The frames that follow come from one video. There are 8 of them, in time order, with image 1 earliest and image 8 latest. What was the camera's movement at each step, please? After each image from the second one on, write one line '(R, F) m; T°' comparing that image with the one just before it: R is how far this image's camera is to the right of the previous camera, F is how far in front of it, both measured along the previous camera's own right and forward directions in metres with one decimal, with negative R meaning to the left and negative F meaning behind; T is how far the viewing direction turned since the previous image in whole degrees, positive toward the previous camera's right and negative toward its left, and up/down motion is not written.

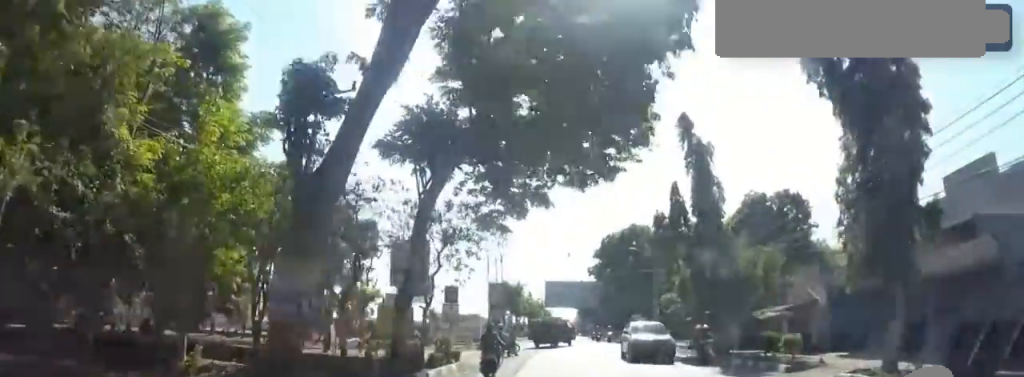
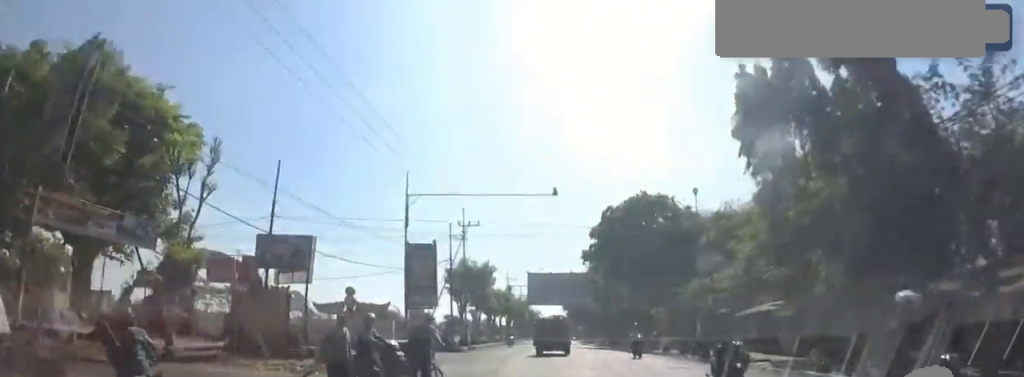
(+0.1, +16.0) m; -1°
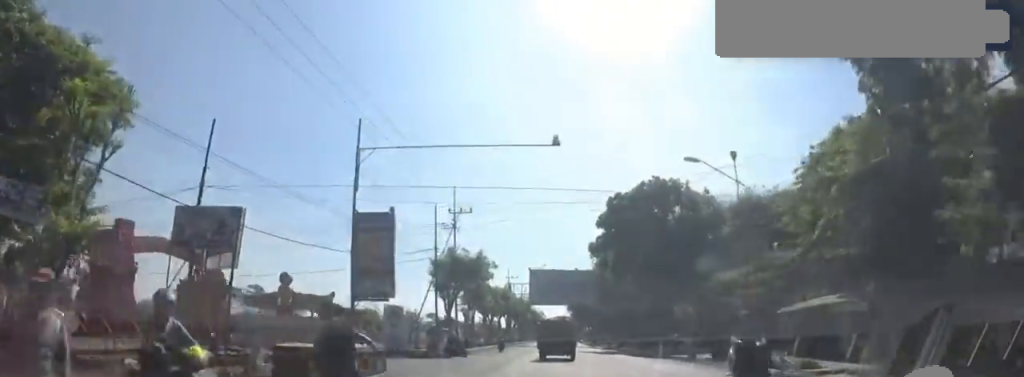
(0.0, +5.4) m; +1°
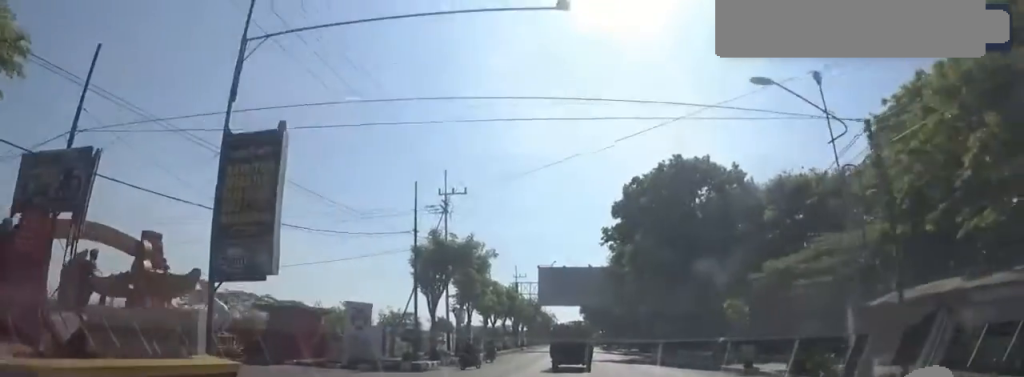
(+0.4, +6.9) m; -5°
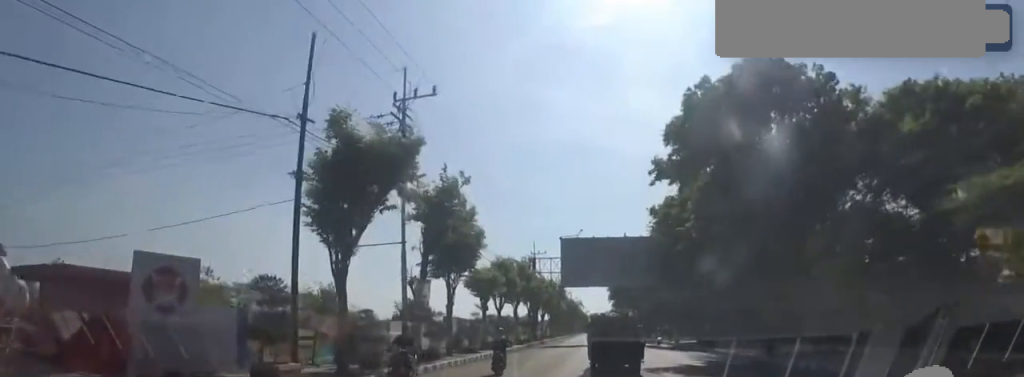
(-0.6, +14.0) m; 0°
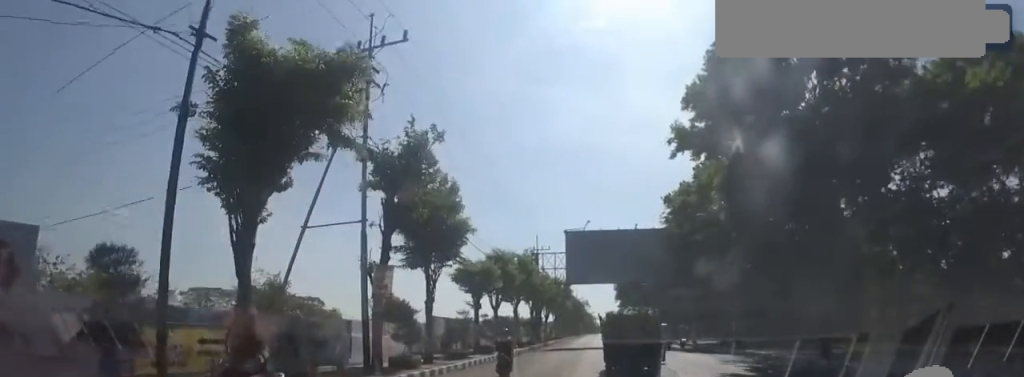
(+0.7, +4.6) m; 0°
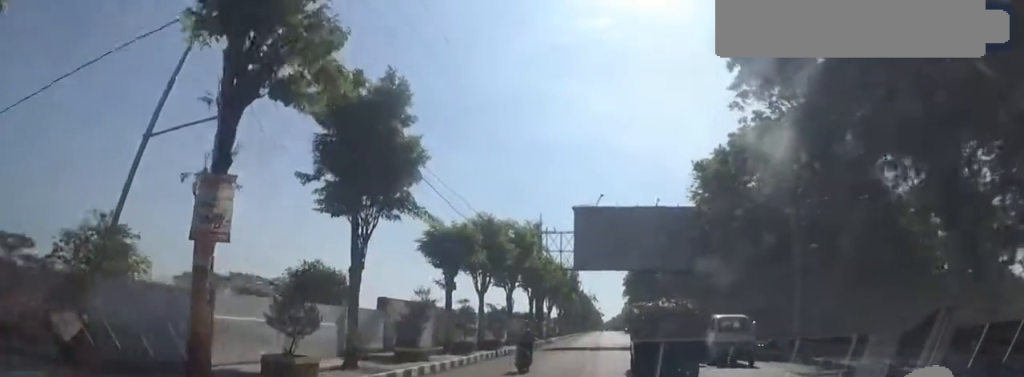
(-1.2, +7.5) m; 0°
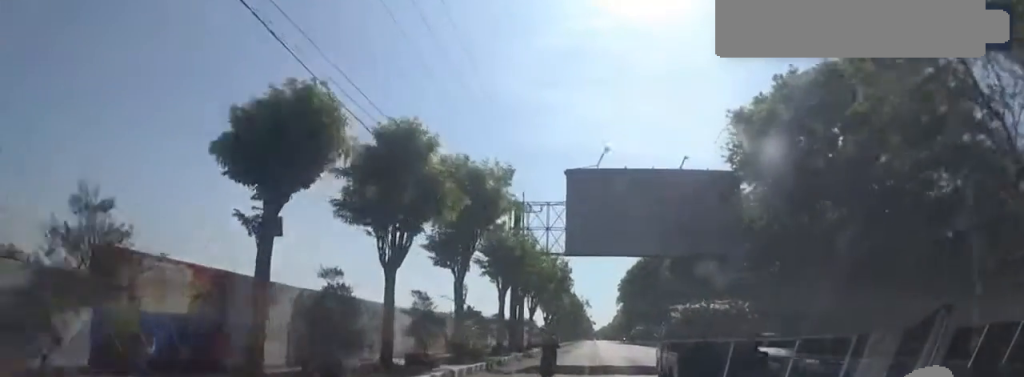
(+1.2, +11.3) m; 0°
